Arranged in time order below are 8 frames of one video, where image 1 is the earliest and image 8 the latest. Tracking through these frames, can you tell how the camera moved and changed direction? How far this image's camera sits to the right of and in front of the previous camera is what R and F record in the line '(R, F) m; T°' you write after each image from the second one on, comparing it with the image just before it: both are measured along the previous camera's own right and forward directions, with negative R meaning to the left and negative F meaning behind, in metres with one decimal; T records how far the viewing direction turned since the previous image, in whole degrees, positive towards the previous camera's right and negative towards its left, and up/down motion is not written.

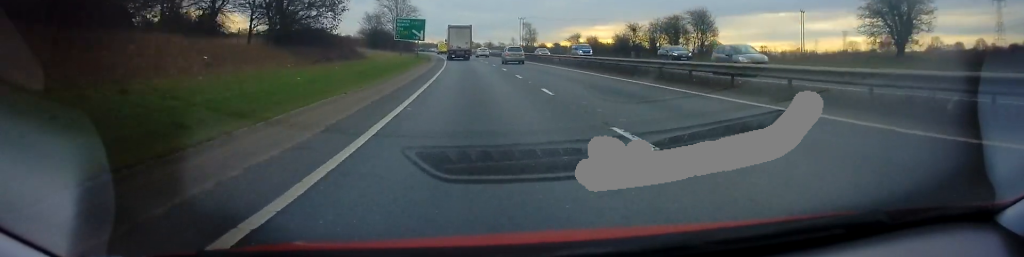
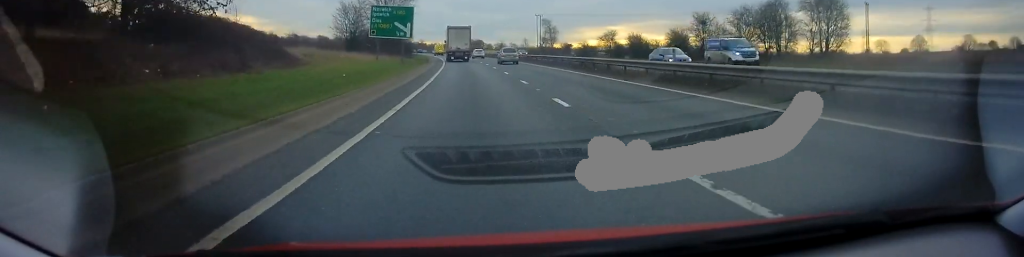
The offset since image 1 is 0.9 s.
(-0.2, +20.6) m; -1°
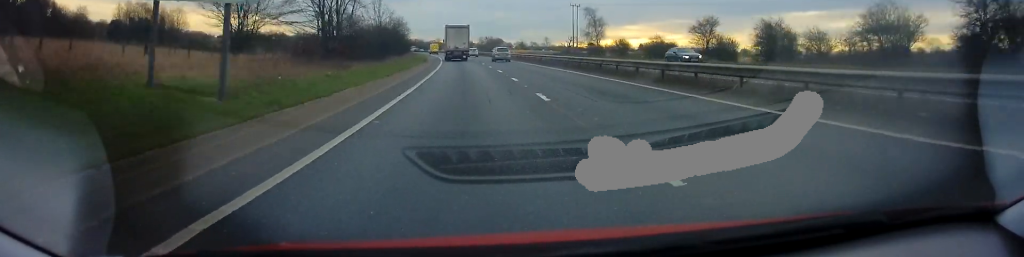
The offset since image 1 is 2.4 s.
(-0.1, +34.2) m; -1°
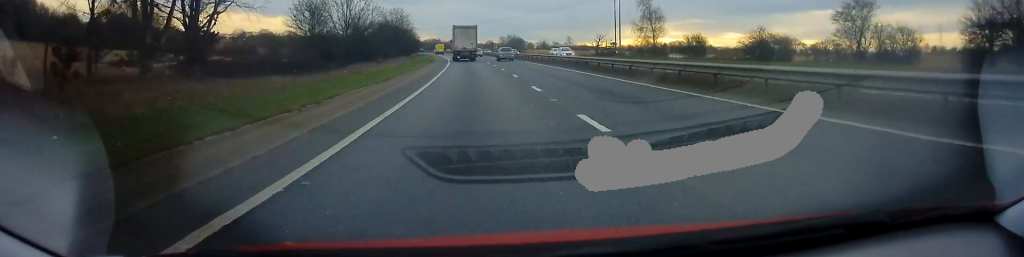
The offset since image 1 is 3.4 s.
(-0.4, +22.9) m; -2°
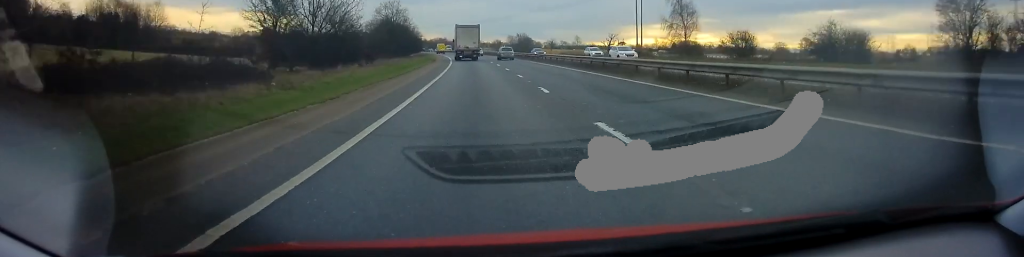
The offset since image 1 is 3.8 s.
(-0.1, +10.1) m; -1°
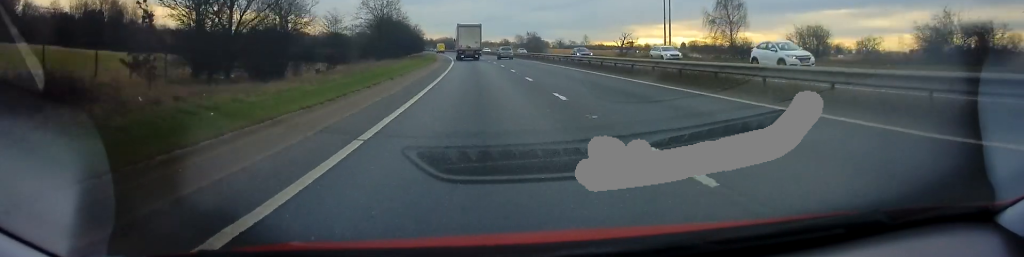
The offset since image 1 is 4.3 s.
(-0.1, +11.7) m; -1°
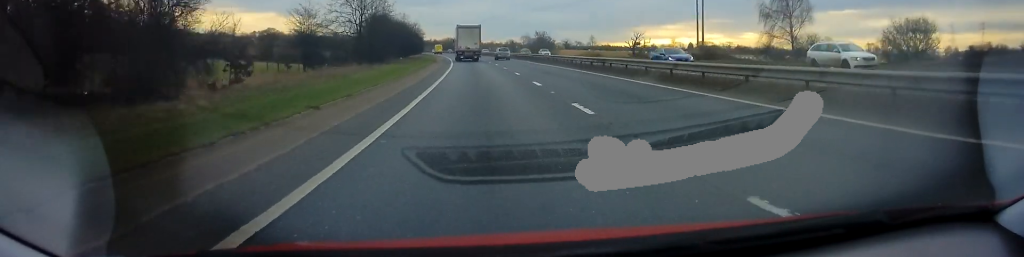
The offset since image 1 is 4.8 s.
(0.0, +11.7) m; -1°
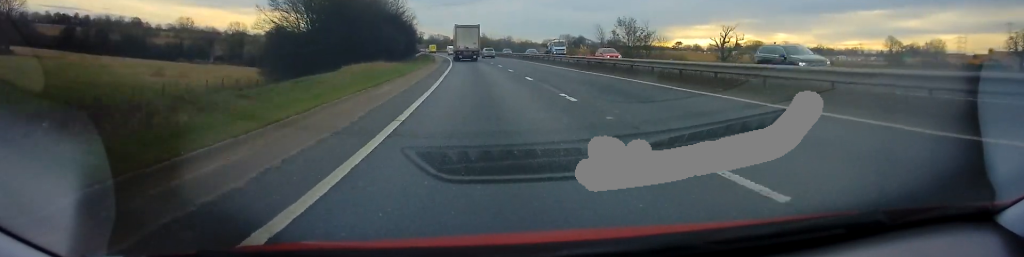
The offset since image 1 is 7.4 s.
(-1.0, +60.7) m; -2°
